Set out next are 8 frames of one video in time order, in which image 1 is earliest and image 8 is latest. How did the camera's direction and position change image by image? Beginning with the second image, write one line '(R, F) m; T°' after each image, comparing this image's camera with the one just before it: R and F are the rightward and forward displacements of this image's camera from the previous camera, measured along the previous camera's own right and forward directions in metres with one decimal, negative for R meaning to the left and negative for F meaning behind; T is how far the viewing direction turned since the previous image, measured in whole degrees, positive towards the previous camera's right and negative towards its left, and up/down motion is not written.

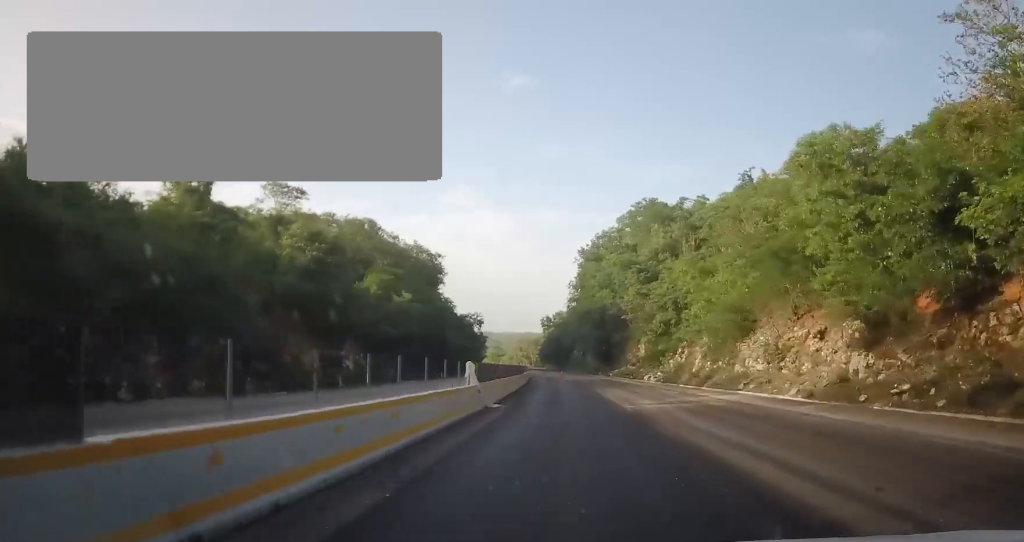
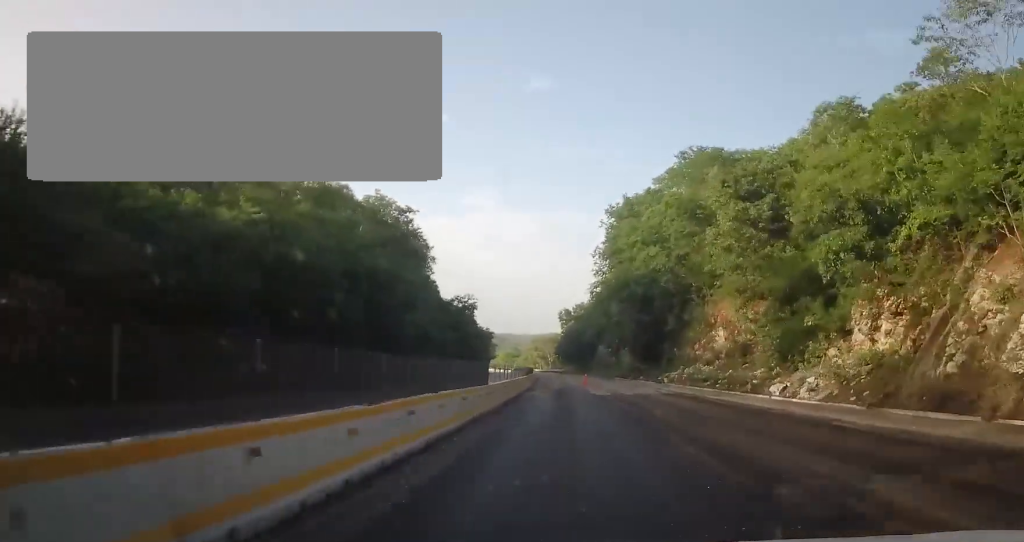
(-0.2, +35.0) m; -1°
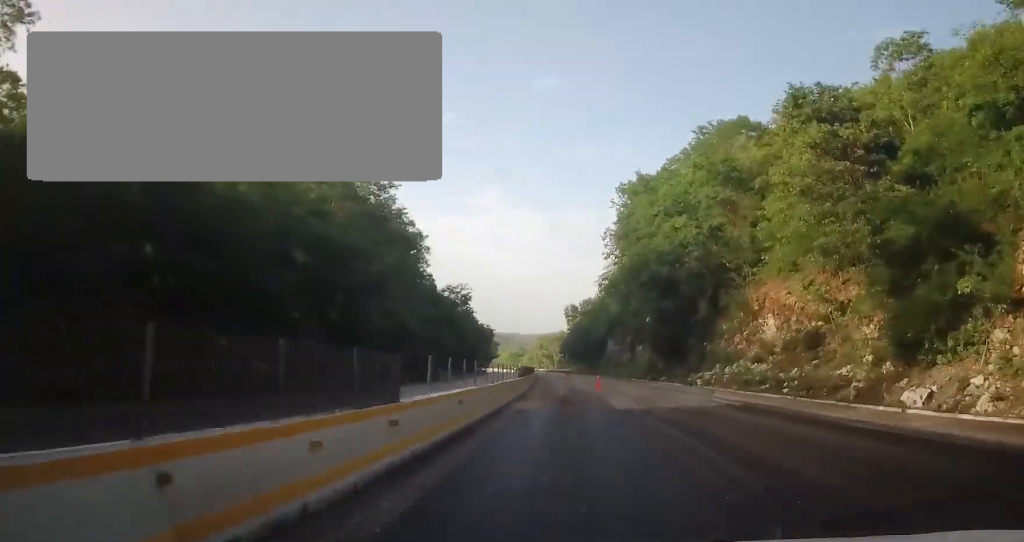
(0.0, +11.5) m; -1°
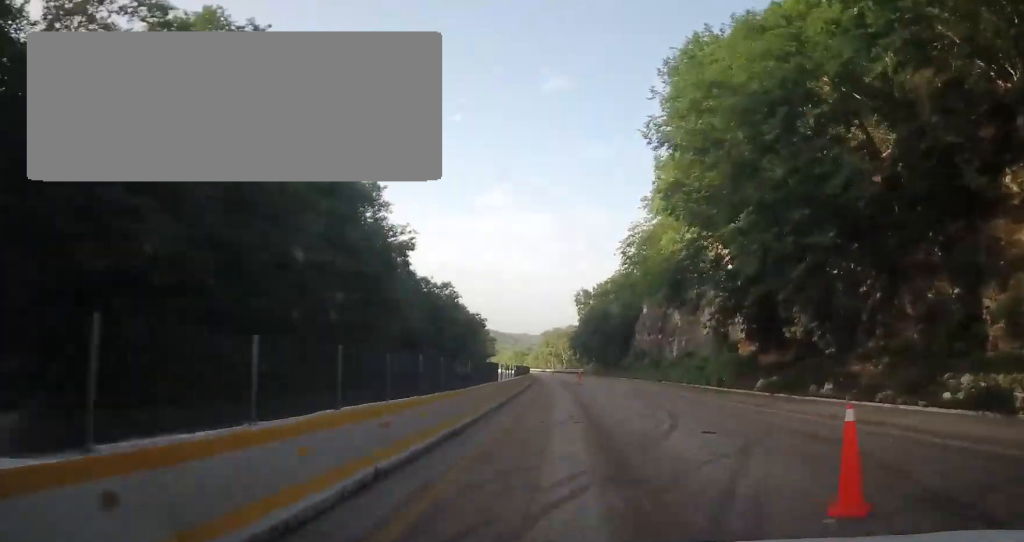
(-0.6, +34.9) m; -2°
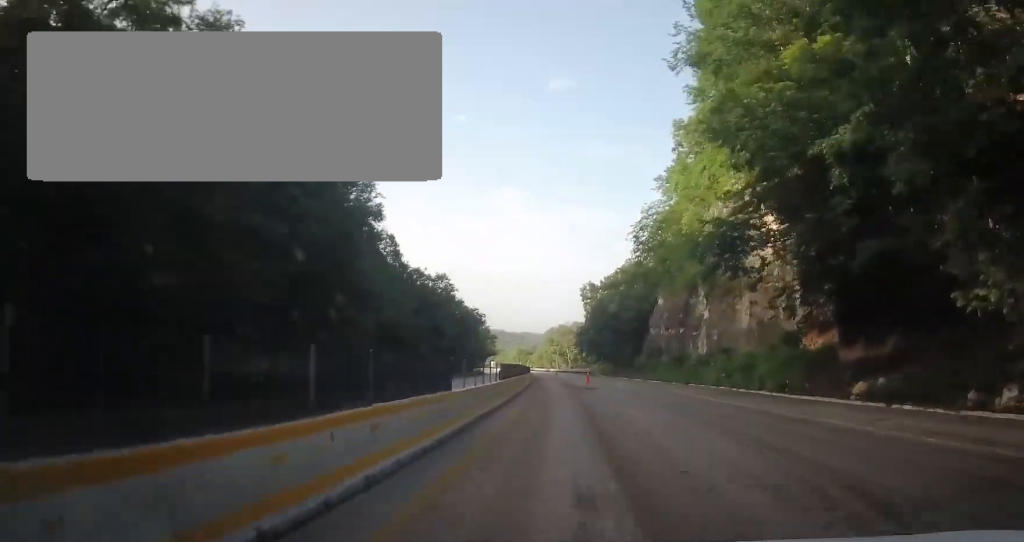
(+0.1, +10.2) m; -1°
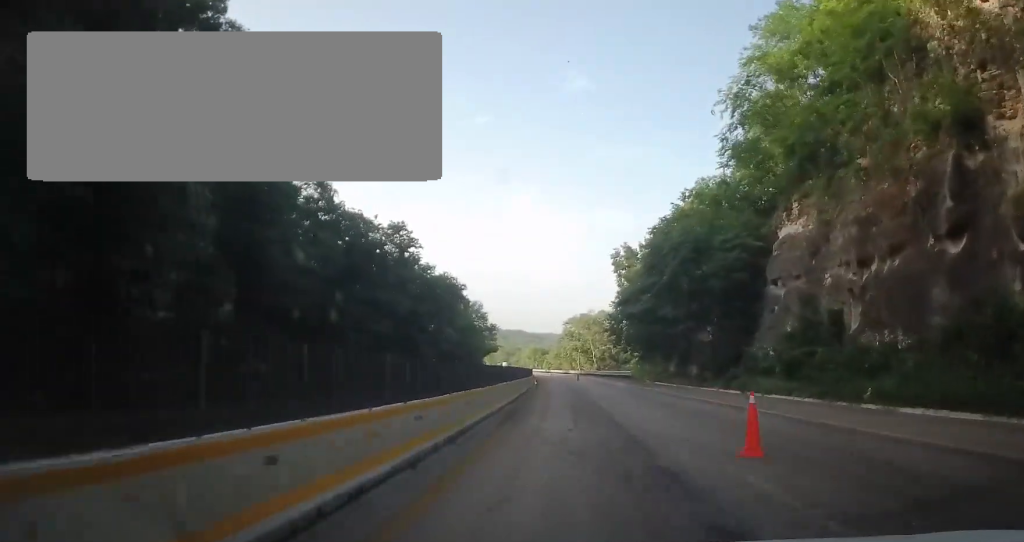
(-0.6, +43.5) m; -2°
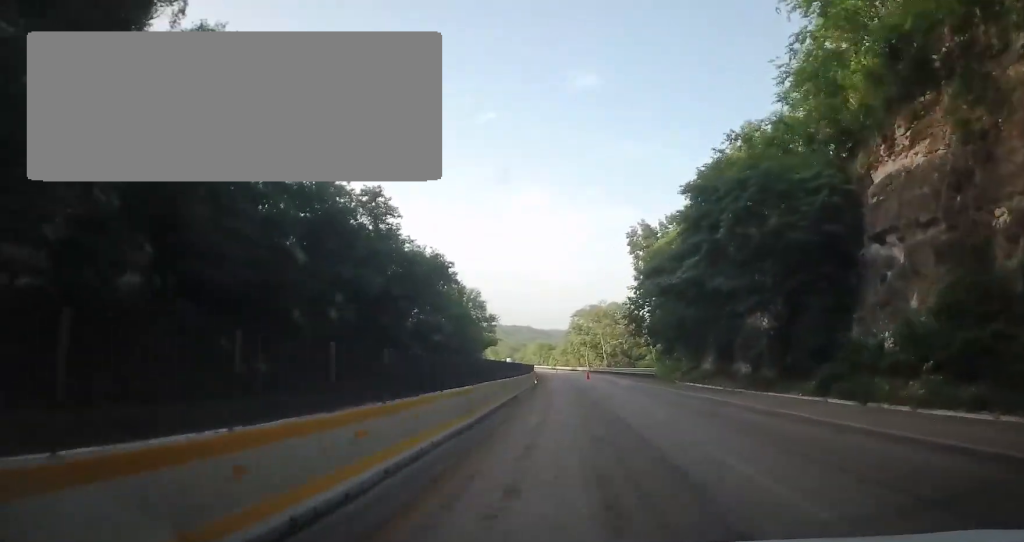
(-0.3, +13.1) m; 0°
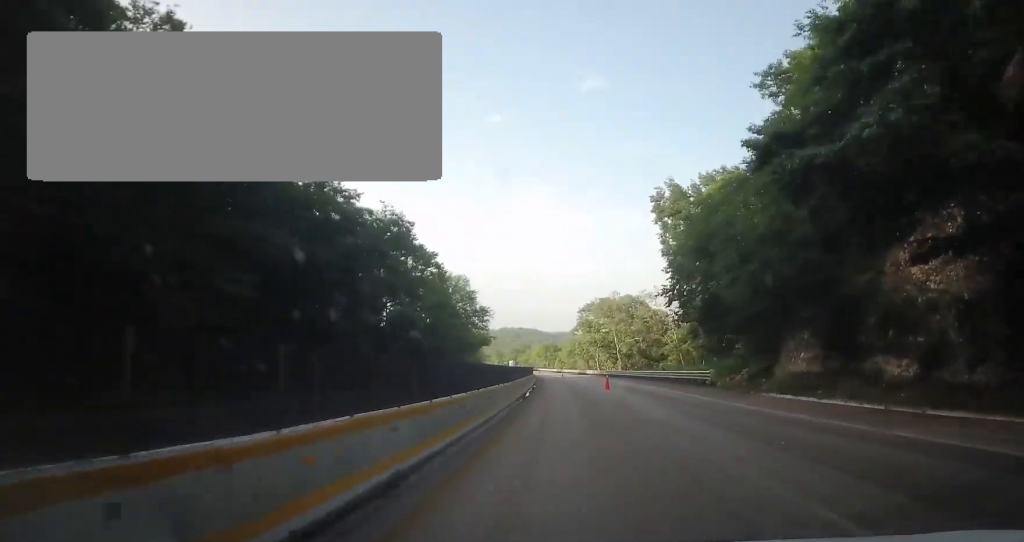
(-0.2, +19.0) m; 0°
